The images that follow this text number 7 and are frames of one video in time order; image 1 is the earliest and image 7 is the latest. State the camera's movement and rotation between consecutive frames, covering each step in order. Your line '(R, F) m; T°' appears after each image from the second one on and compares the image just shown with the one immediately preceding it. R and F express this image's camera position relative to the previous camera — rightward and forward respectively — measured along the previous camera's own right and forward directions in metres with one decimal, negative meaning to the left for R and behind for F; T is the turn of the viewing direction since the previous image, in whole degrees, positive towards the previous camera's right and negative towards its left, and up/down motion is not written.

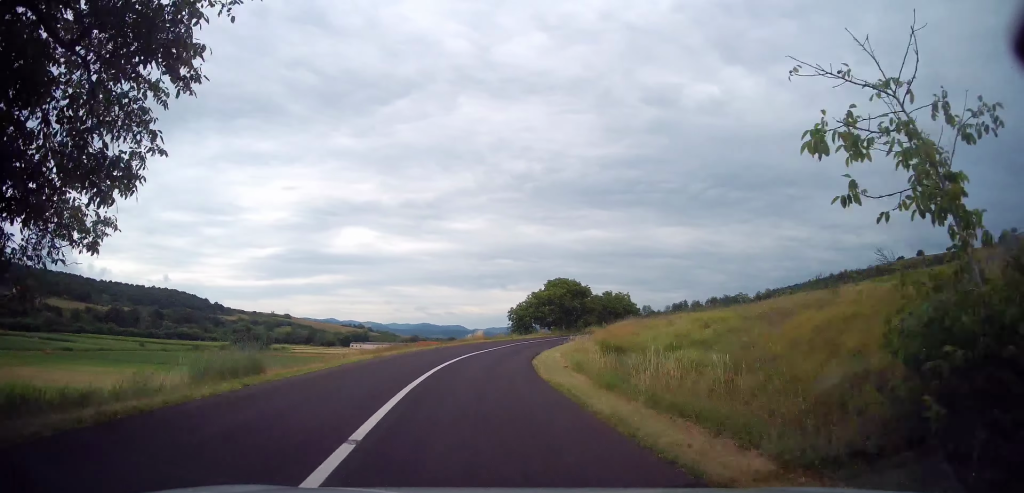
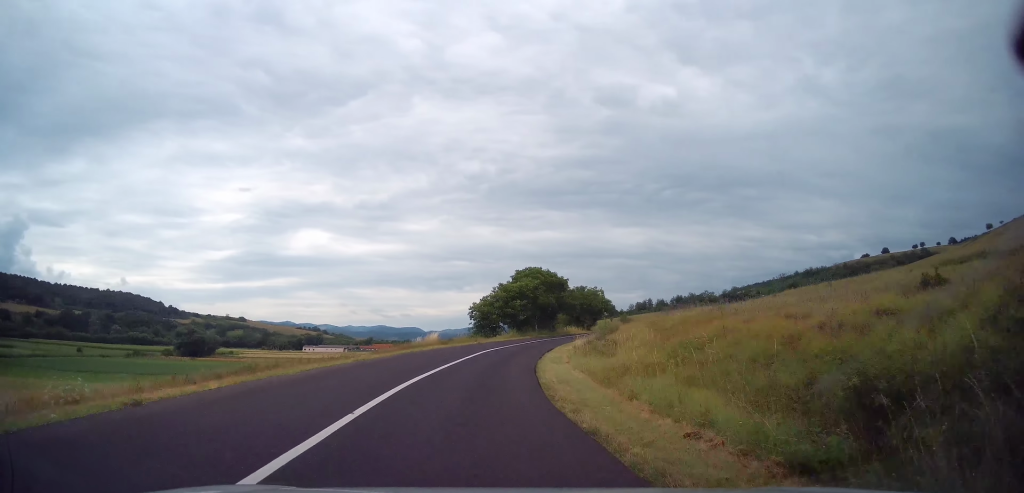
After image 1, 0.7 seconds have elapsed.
(+0.5, +15.0) m; +5°
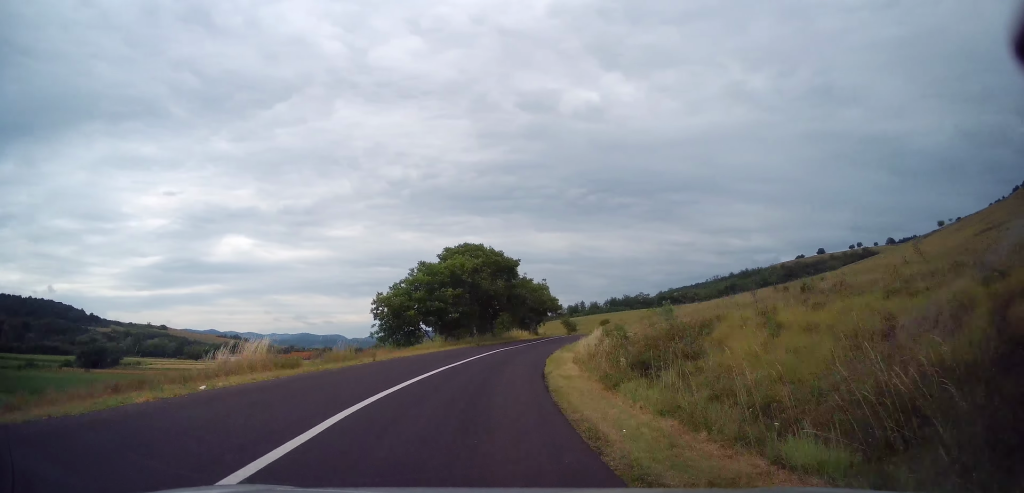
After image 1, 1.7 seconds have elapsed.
(+1.6, +21.5) m; +9°
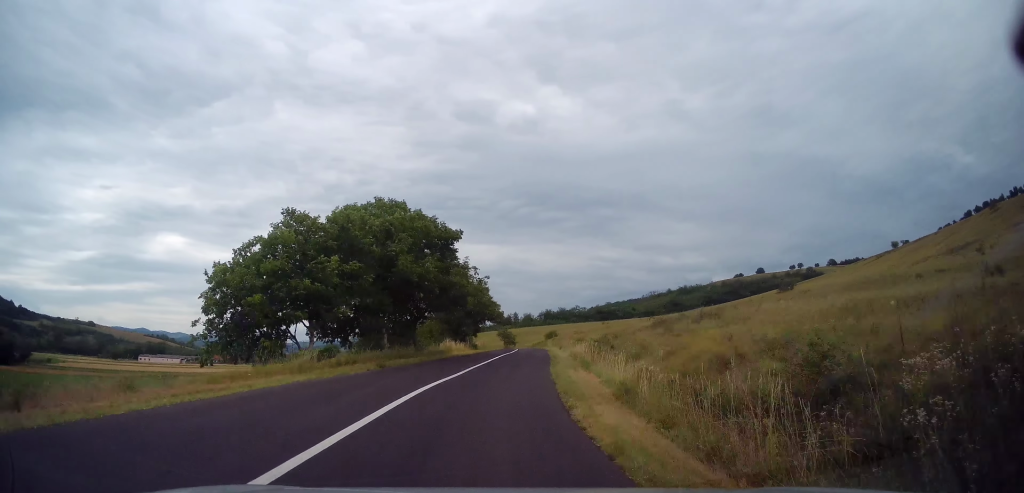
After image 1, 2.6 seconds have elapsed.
(+1.3, +17.1) m; +6°
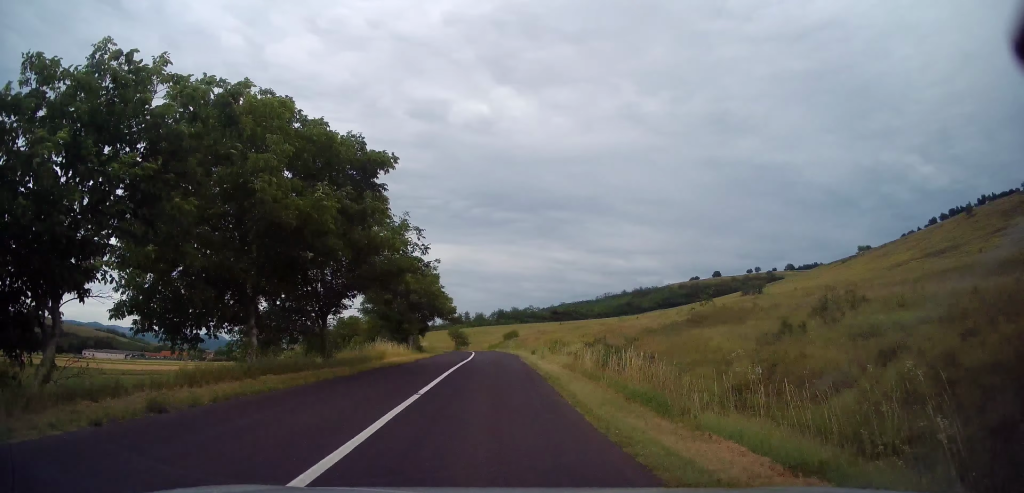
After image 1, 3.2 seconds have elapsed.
(+0.5, +12.3) m; +4°
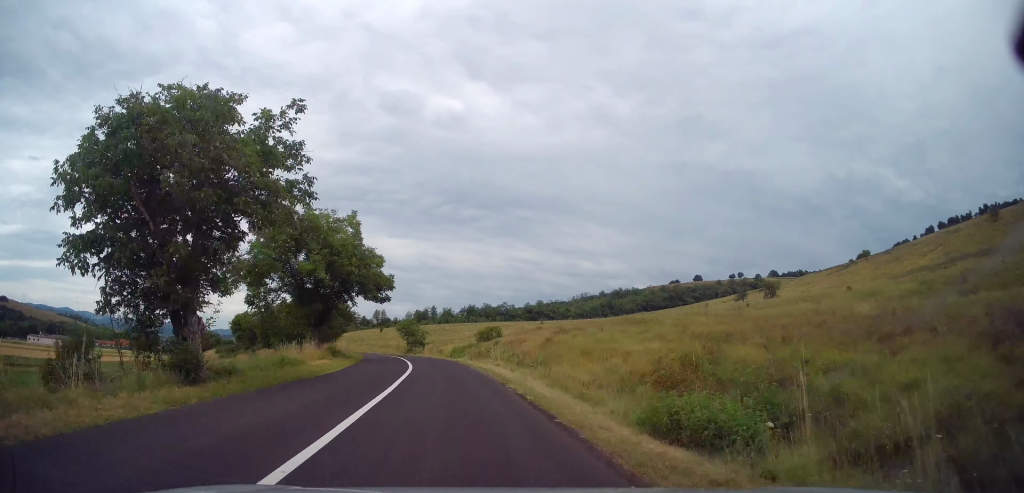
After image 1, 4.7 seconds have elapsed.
(+1.8, +31.0) m; +3°
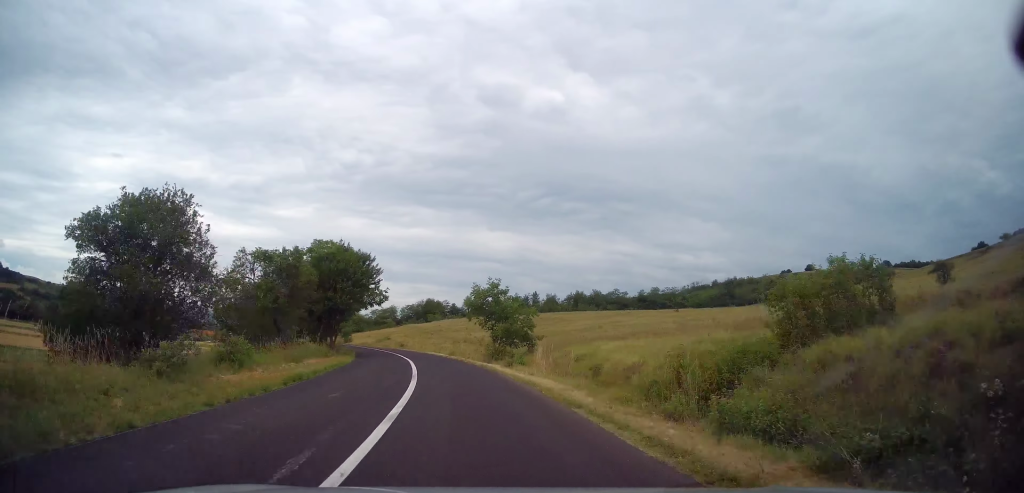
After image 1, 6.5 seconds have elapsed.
(-2.9, +39.1) m; -10°
